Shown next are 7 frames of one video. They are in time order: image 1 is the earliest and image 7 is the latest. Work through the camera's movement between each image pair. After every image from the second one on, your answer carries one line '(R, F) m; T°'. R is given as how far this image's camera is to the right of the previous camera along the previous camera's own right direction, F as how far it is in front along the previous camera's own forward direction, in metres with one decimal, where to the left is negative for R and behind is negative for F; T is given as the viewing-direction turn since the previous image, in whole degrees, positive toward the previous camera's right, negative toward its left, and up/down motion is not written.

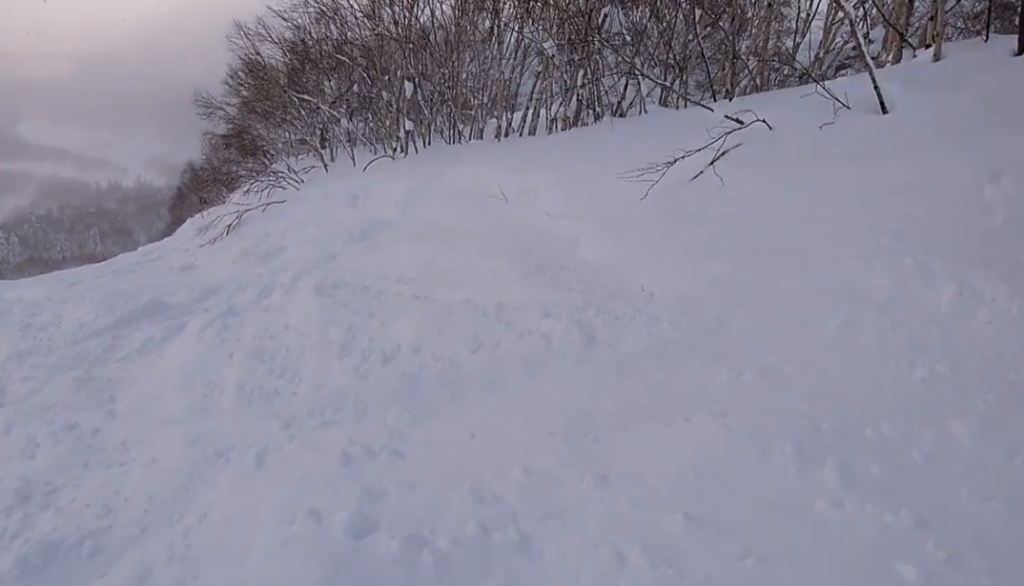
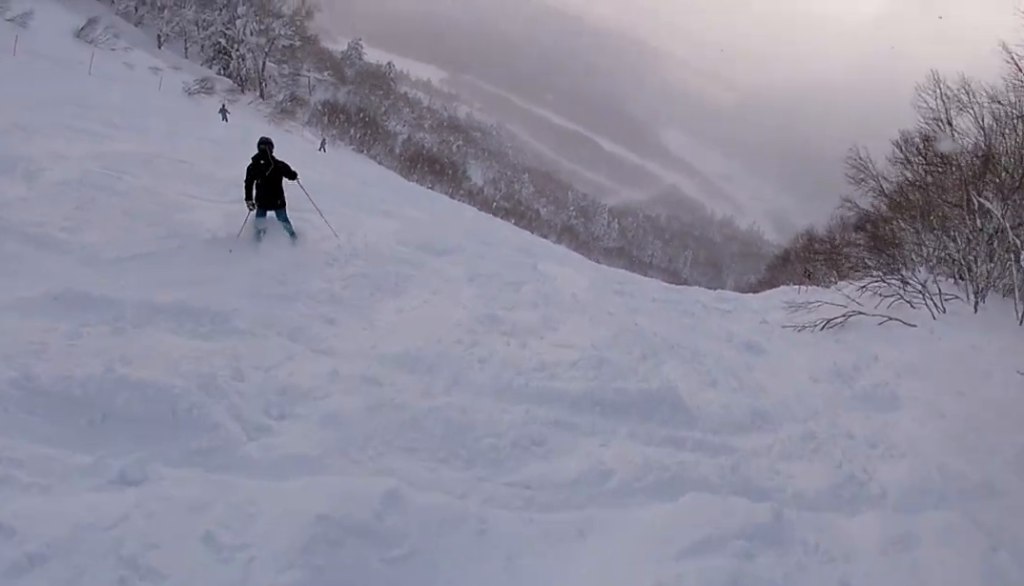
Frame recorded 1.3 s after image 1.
(-2.0, +4.6) m; -25°
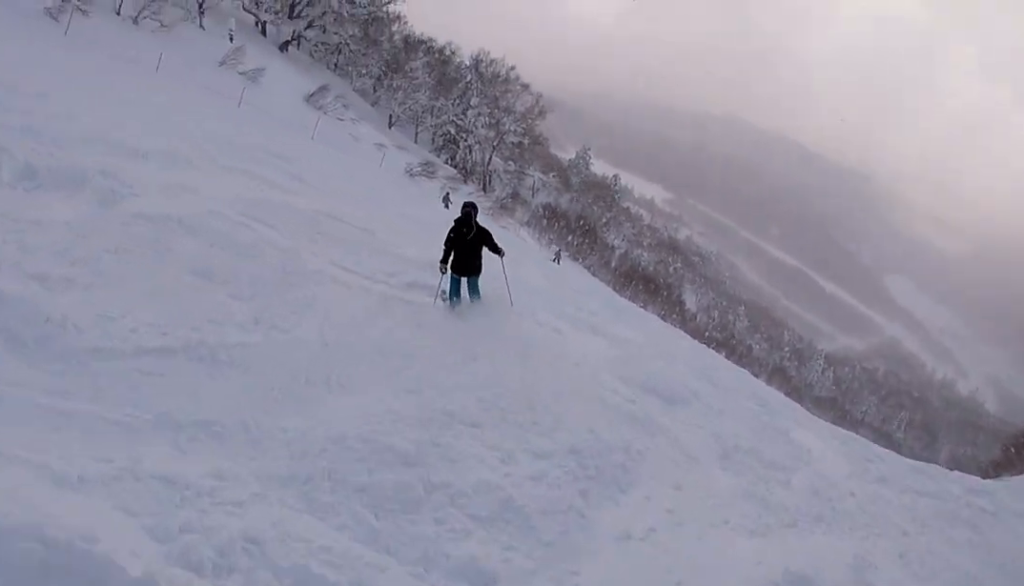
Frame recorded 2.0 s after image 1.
(+0.2, +3.2) m; -7°
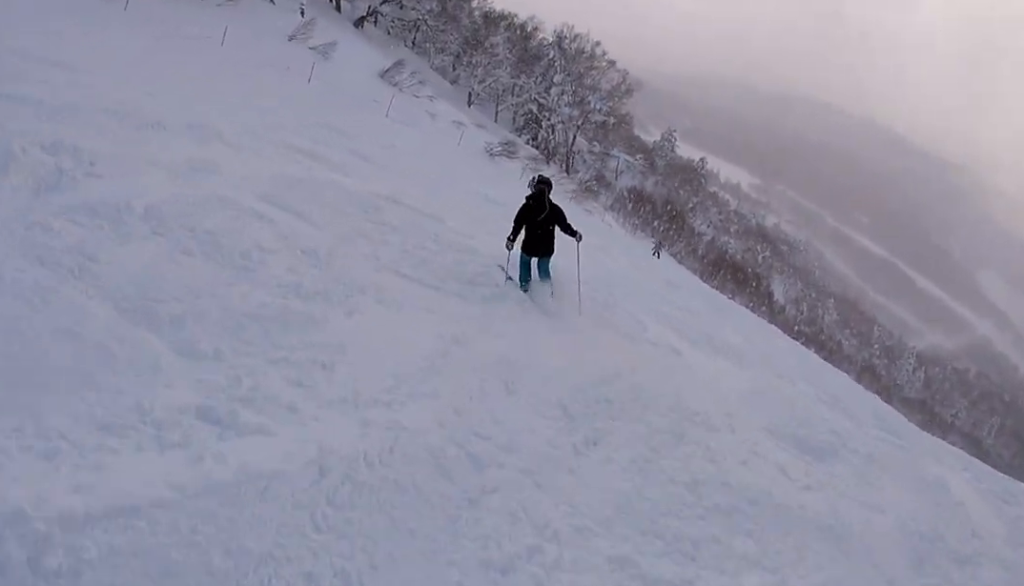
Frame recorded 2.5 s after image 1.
(+0.3, +1.9) m; -5°
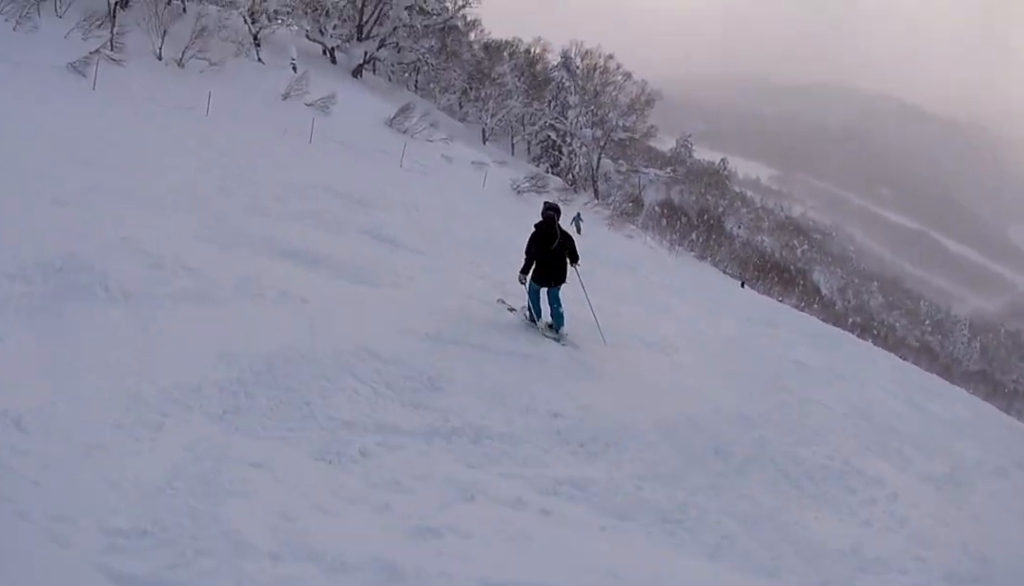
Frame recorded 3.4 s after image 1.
(-1.1, +4.2) m; -15°
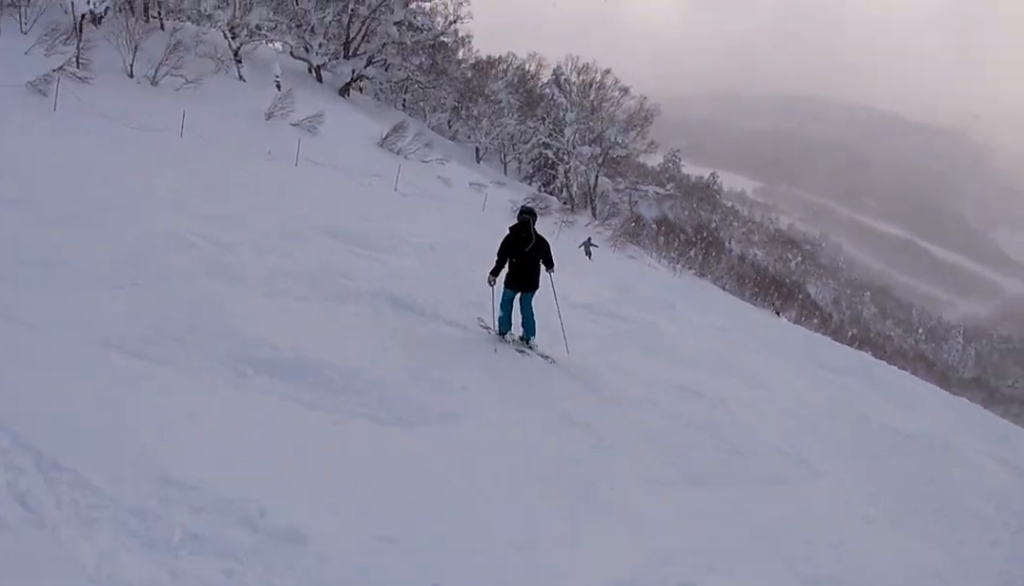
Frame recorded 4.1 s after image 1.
(0.0, +3.1) m; 0°
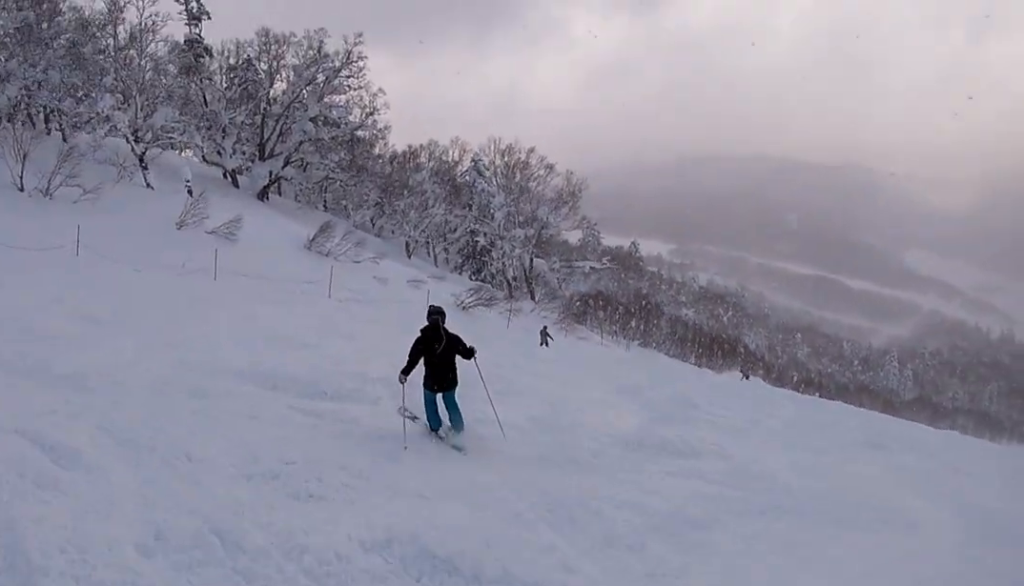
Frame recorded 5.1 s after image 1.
(0.0, +4.0) m; 0°
